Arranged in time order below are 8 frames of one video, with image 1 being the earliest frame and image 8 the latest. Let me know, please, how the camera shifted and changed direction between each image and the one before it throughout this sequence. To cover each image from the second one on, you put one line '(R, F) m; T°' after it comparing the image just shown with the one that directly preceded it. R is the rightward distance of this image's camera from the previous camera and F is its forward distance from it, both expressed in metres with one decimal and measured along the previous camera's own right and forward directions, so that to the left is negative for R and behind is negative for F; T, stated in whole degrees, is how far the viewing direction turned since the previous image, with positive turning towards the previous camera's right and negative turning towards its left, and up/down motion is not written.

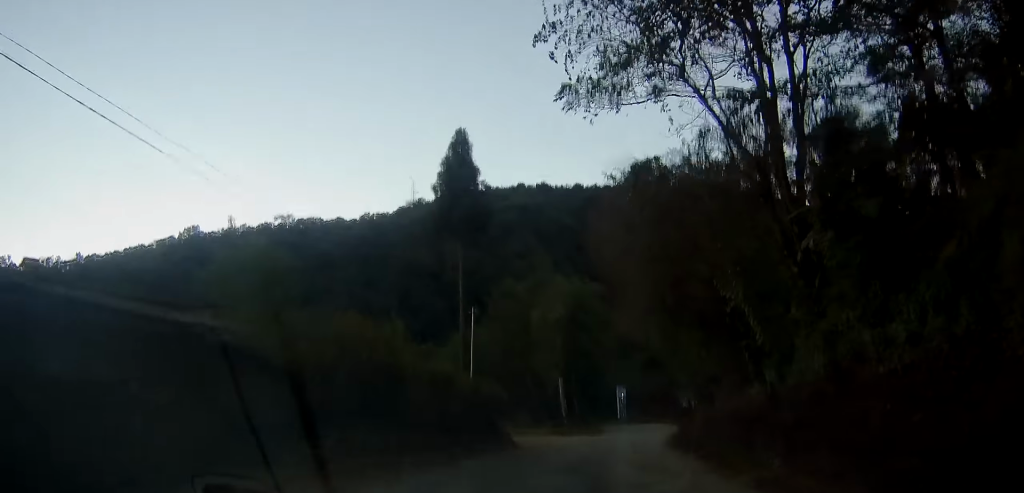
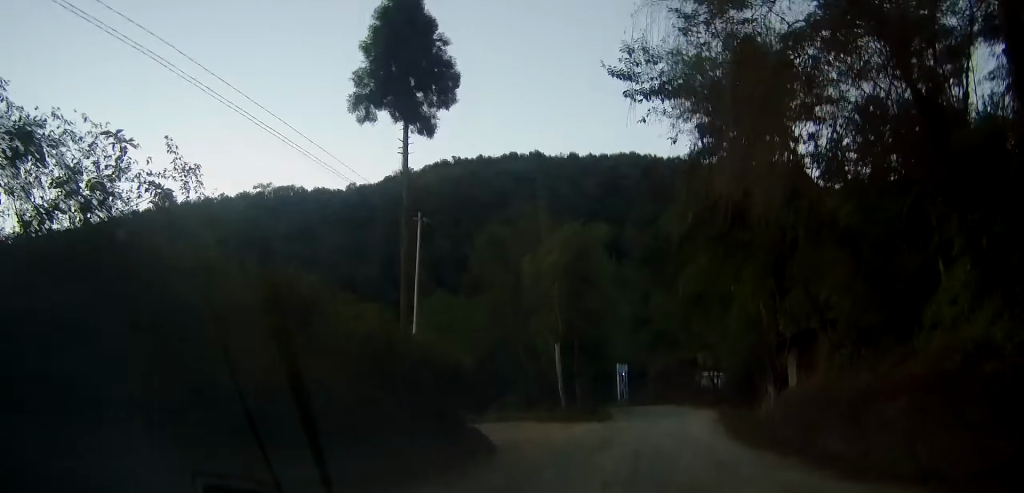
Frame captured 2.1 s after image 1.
(-0.2, +14.3) m; +2°
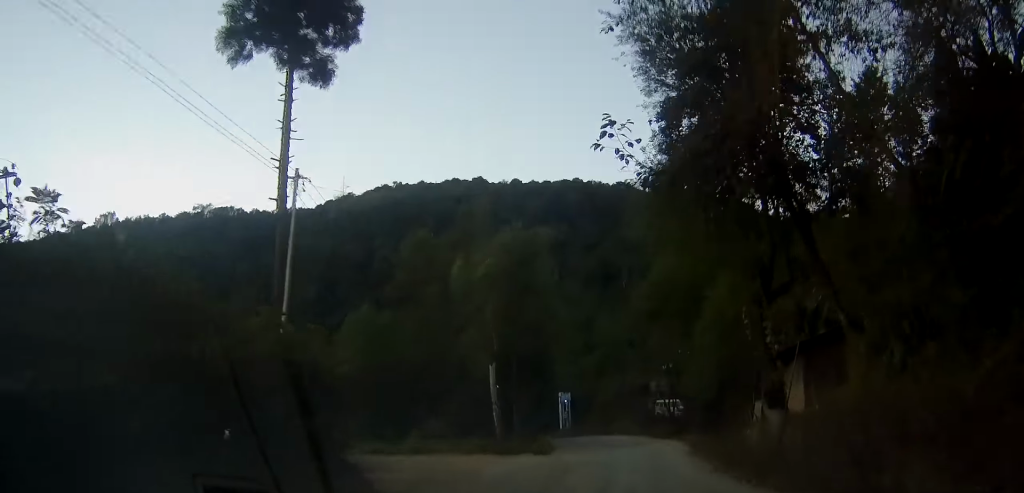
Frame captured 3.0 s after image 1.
(+0.2, +6.3) m; +4°
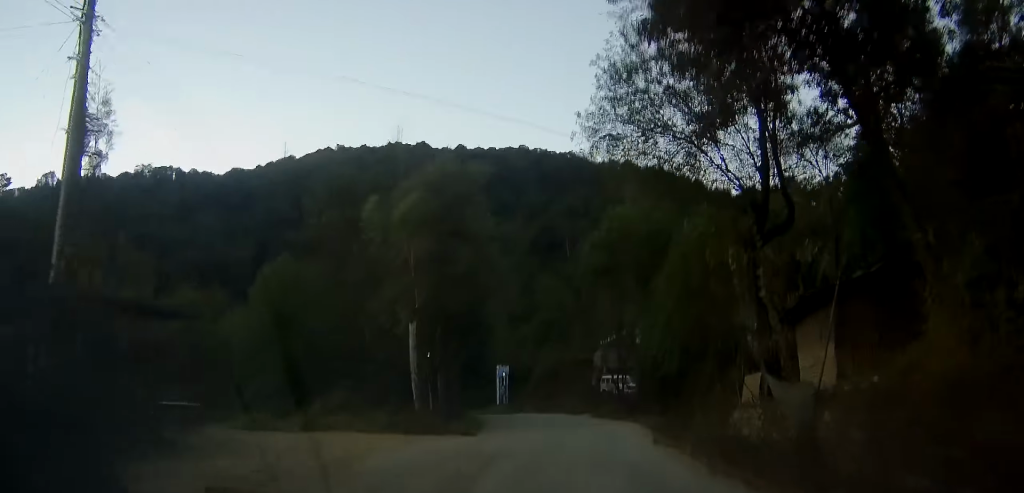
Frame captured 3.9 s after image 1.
(+0.3, +6.2) m; +3°
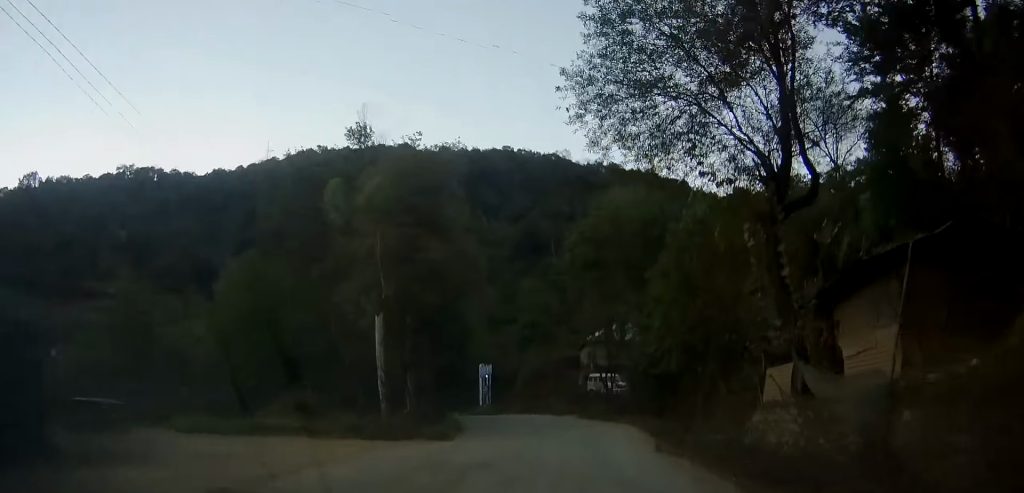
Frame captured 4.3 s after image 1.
(+0.1, +3.4) m; 0°
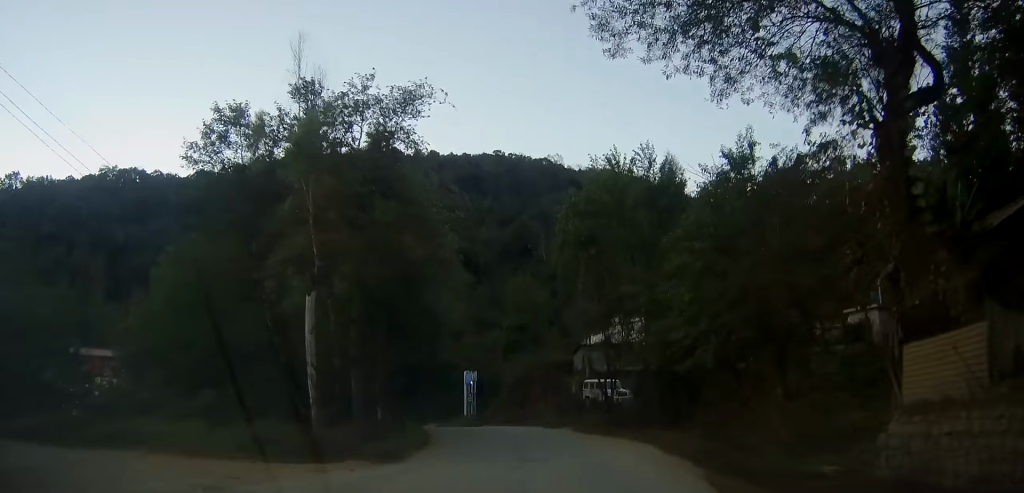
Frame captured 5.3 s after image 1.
(0.0, +7.3) m; +1°
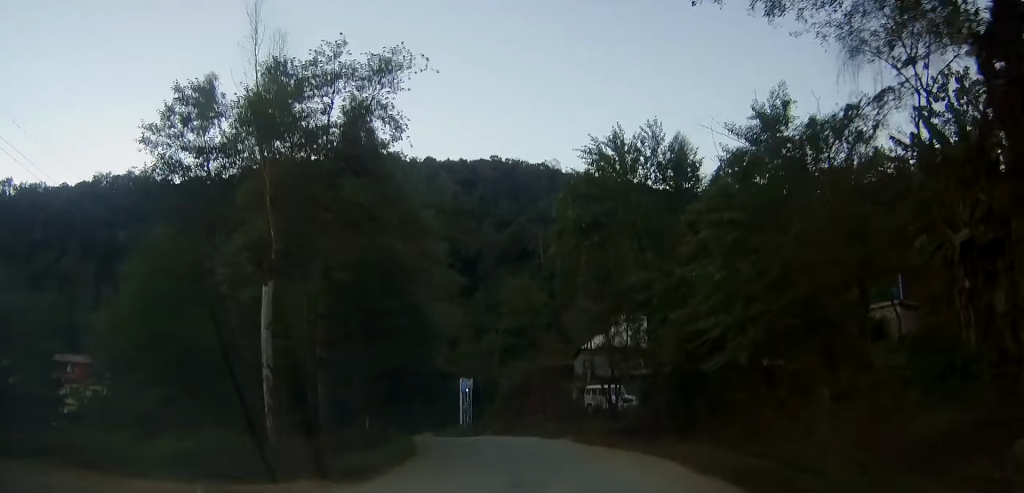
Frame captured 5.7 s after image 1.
(0.0, +3.3) m; 0°
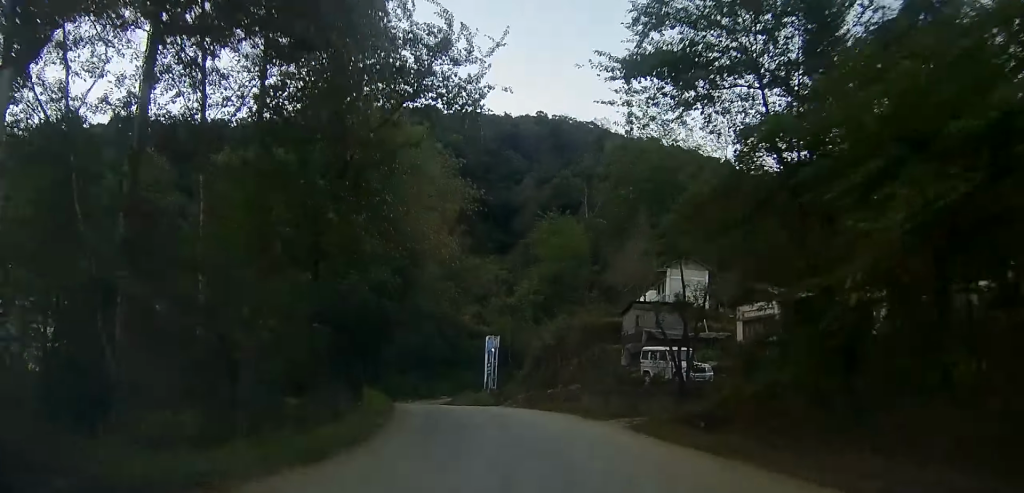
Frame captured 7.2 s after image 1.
(-0.1, +11.4) m; -3°
